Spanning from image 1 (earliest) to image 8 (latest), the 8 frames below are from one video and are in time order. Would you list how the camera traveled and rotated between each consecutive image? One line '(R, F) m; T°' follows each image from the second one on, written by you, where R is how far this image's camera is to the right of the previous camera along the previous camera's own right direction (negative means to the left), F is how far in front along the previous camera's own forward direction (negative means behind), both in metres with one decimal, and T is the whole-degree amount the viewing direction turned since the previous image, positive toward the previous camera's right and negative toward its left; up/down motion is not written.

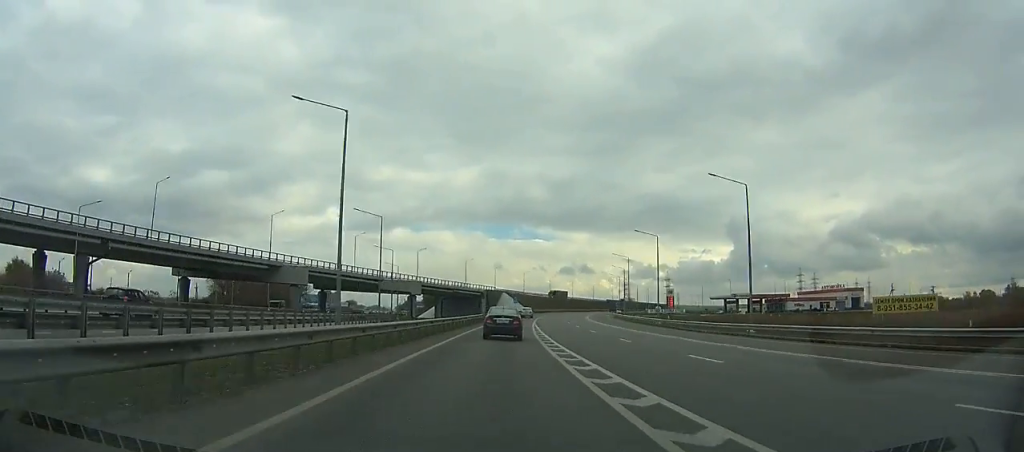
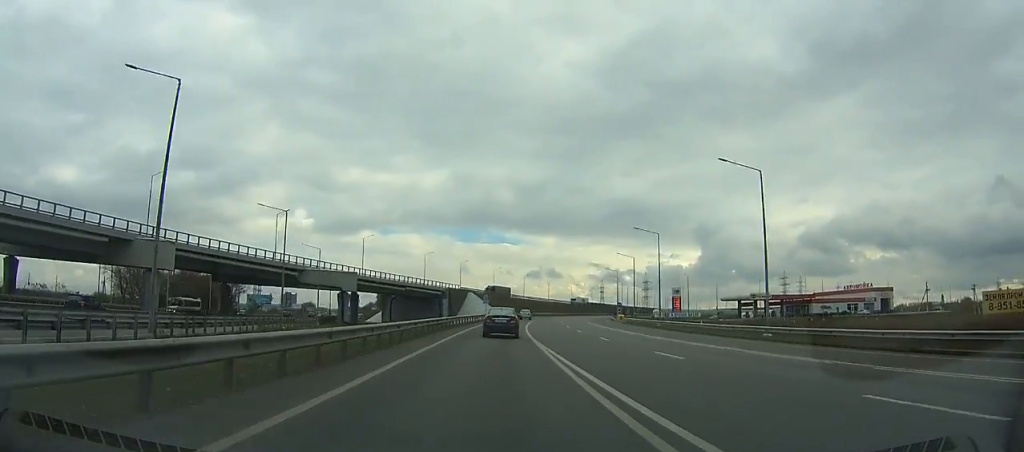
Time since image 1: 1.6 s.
(+1.2, +33.8) m; +3°
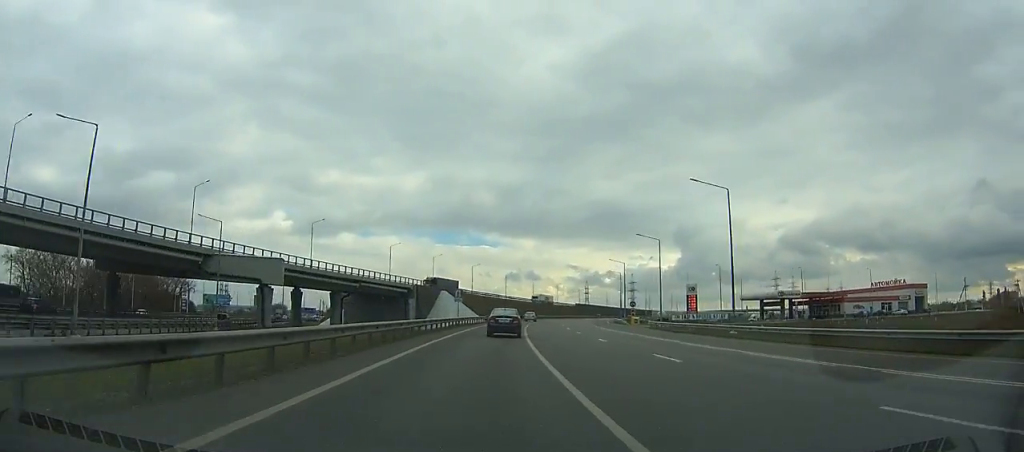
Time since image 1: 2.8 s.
(-0.2, +25.4) m; +2°
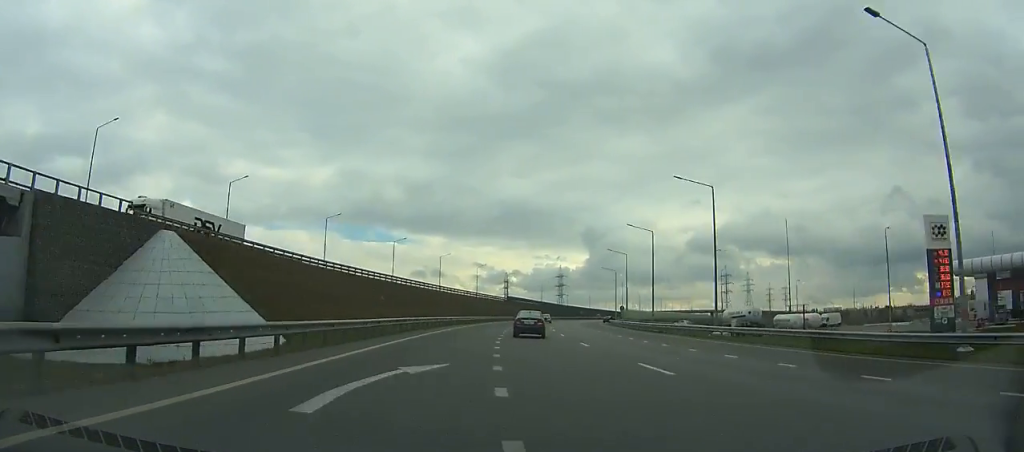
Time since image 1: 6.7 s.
(+6.3, +85.8) m; +9°
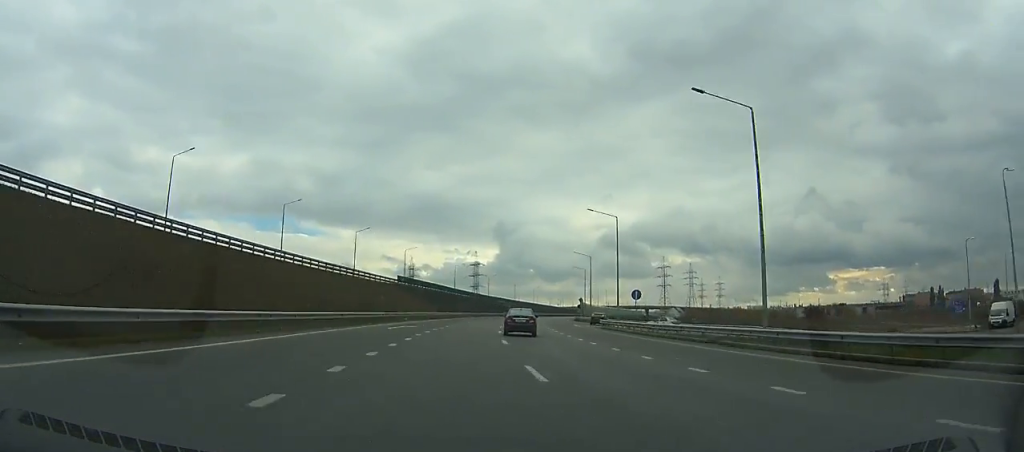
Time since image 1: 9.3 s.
(+3.2, +60.0) m; +7°
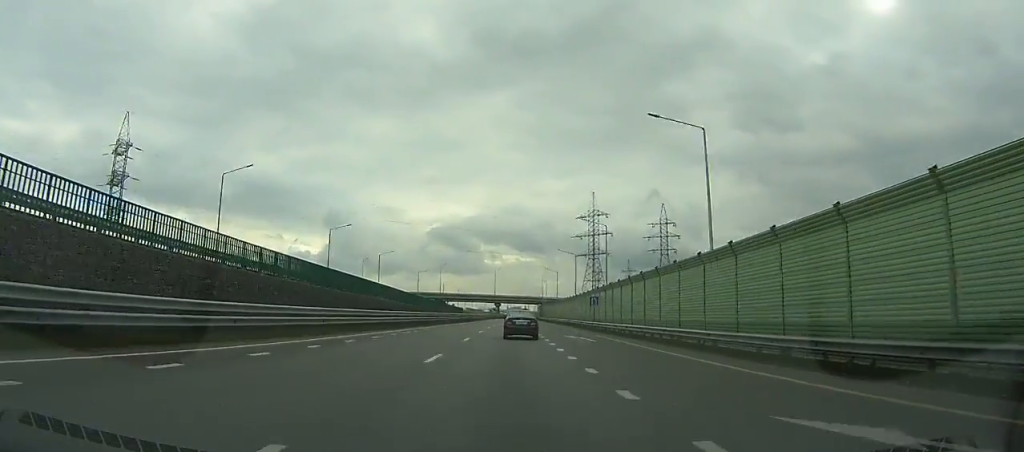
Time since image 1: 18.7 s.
(+42.1, +229.2) m; +18°
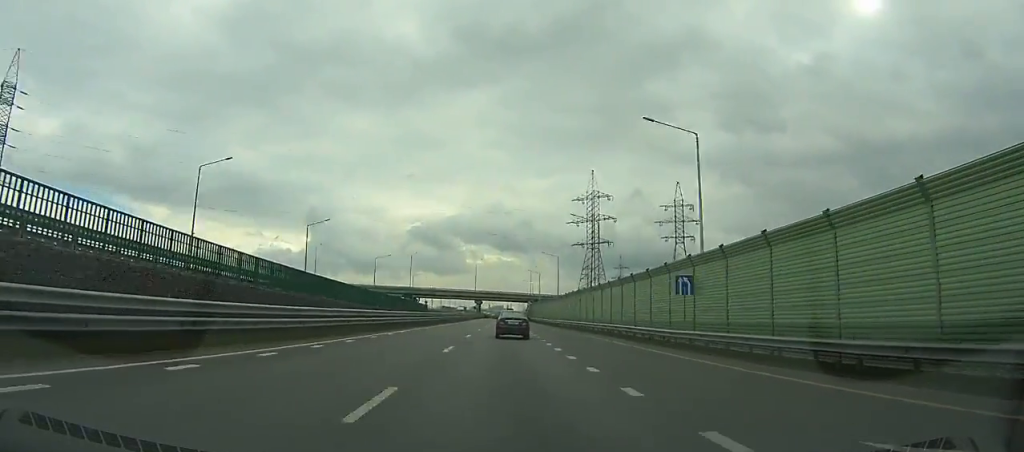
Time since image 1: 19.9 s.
(+0.6, +31.2) m; +1°
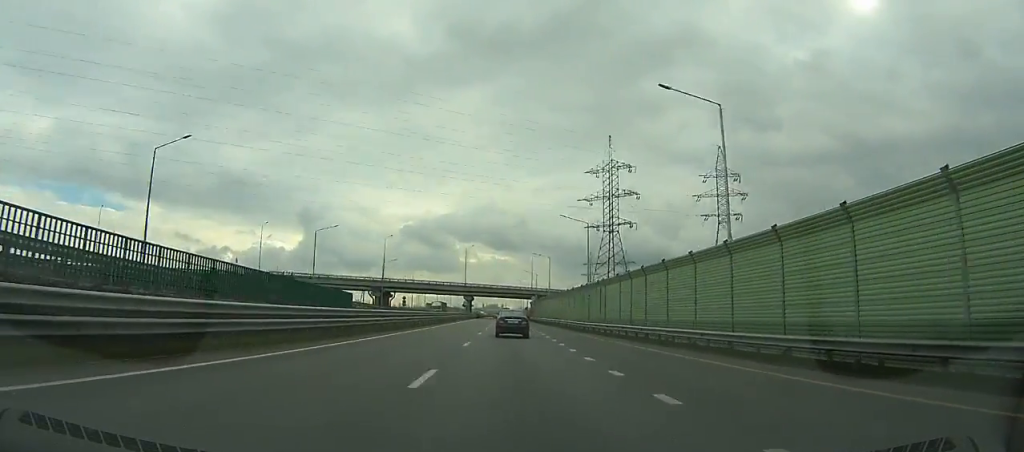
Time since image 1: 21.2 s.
(+0.2, +34.0) m; +1°
